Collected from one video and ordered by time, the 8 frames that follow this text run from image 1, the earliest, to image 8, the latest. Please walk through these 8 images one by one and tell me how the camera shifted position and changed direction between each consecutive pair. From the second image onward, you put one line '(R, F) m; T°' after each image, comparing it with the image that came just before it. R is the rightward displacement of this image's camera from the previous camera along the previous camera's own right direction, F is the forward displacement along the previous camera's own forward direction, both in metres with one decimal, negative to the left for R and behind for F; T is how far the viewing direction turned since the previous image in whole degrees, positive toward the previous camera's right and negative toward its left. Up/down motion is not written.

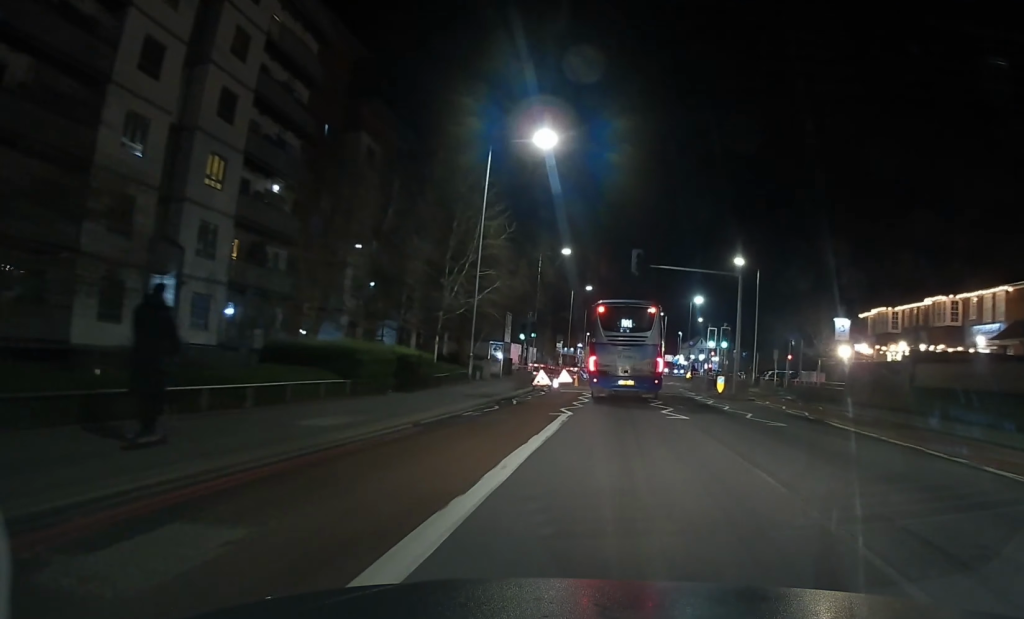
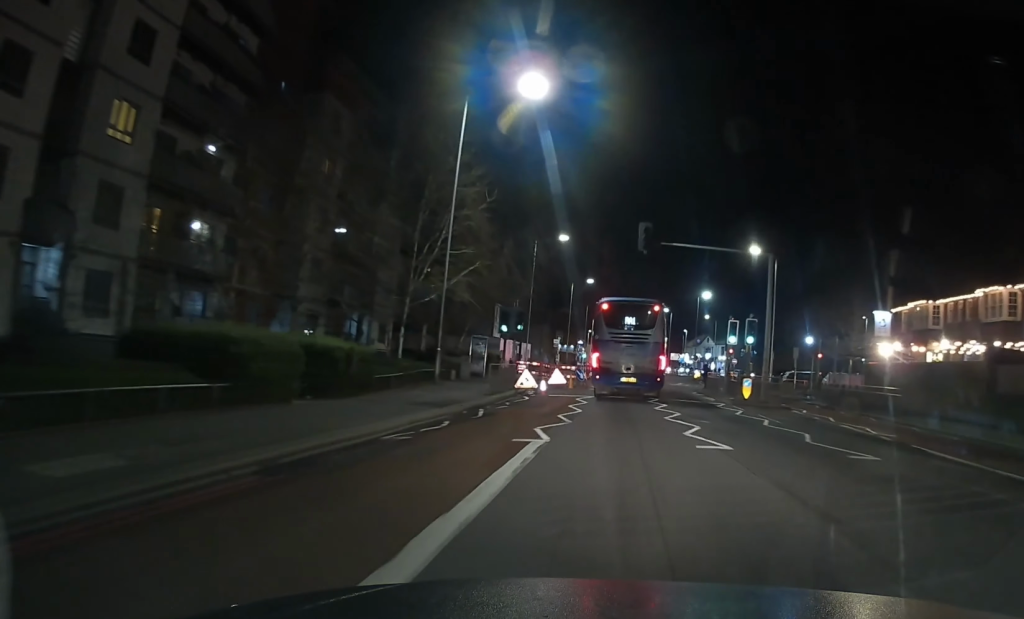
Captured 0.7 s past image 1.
(-0.1, +7.2) m; 0°
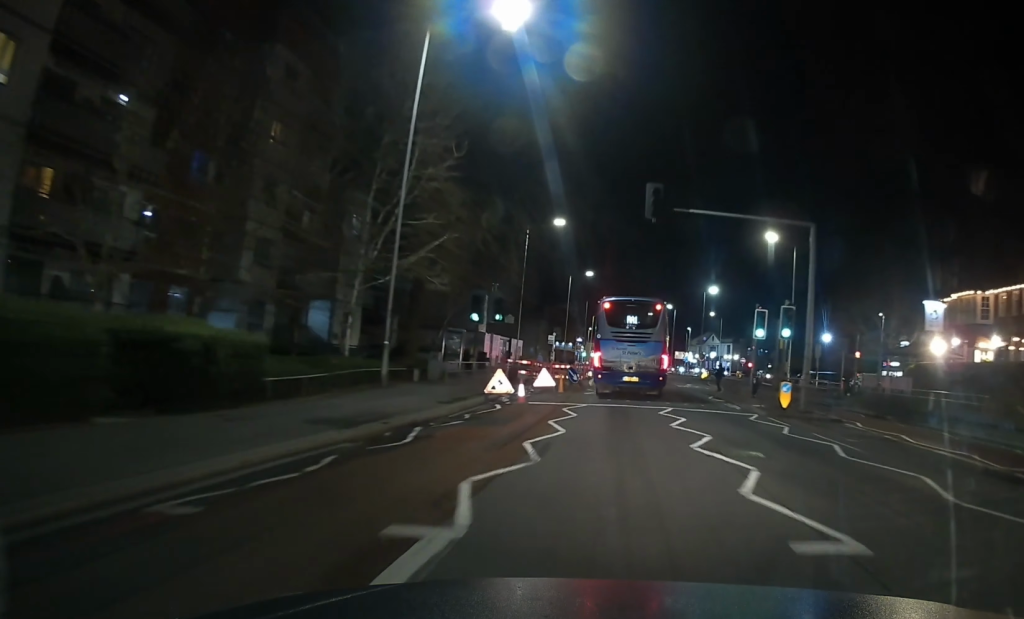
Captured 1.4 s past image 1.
(+0.2, +6.6) m; 0°
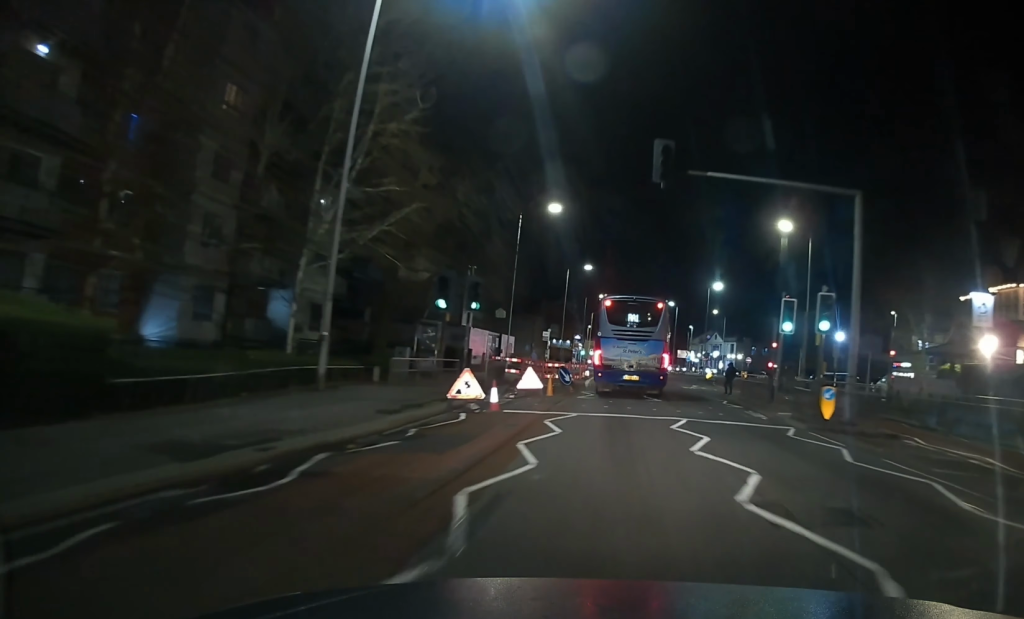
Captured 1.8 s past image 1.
(-0.1, +4.7) m; -1°
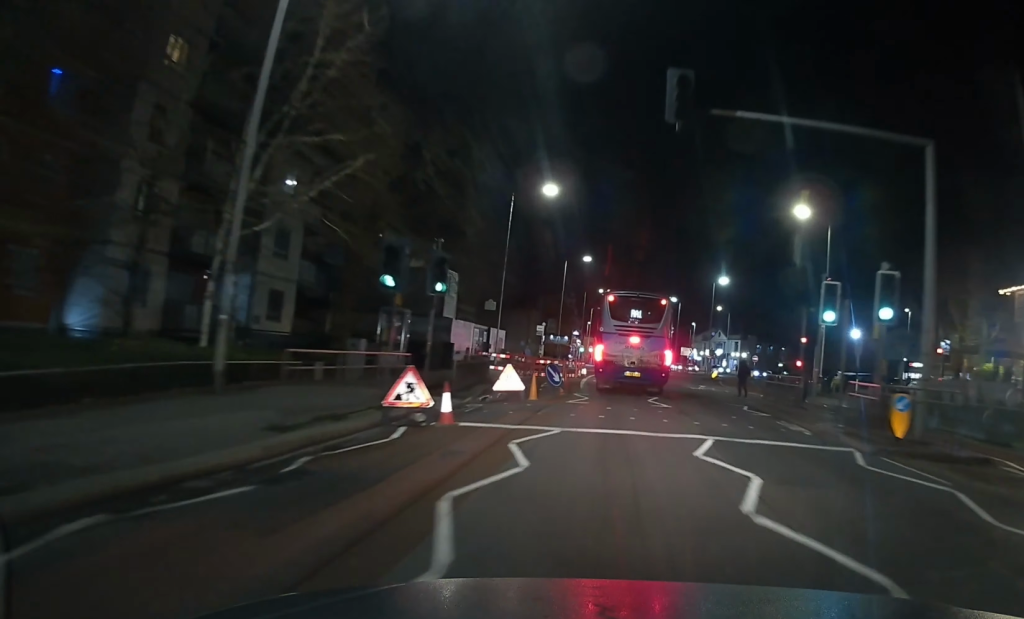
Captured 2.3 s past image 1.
(-0.2, +5.1) m; -1°
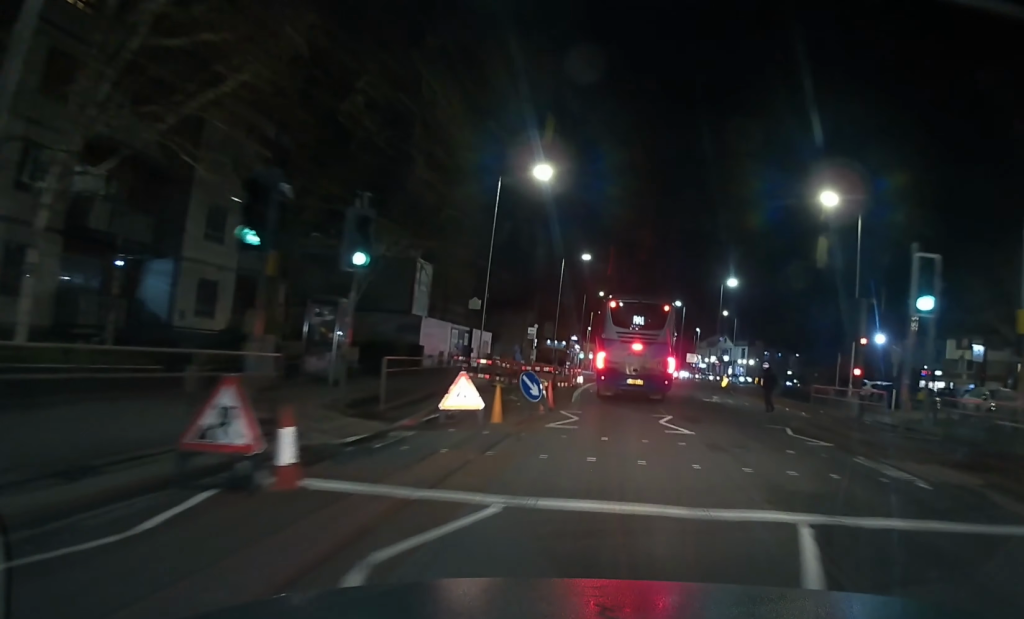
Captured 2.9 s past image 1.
(-0.1, +6.2) m; +1°
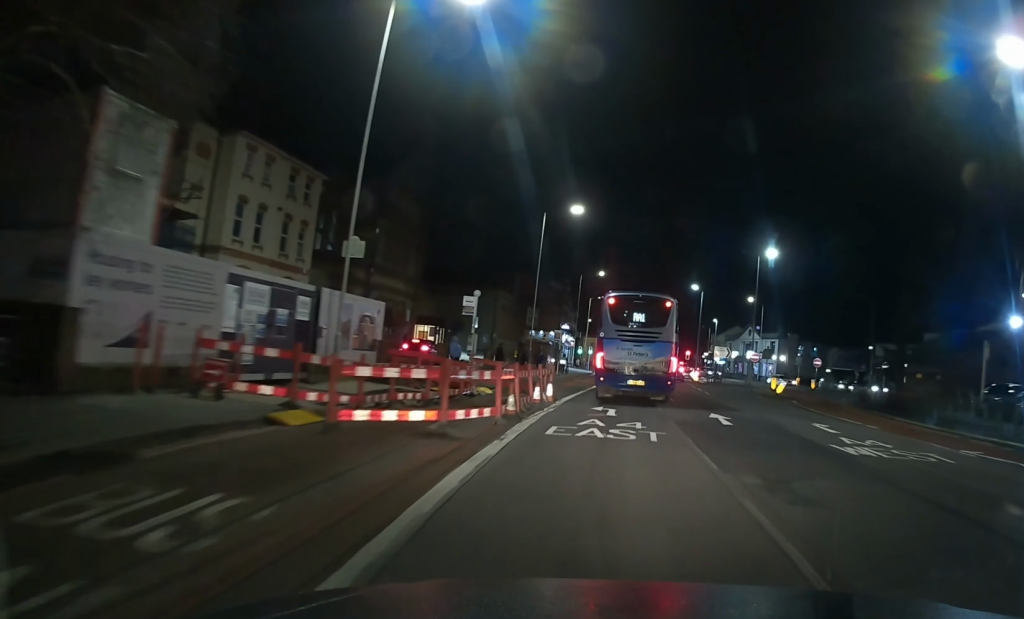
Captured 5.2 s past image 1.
(+0.6, +22.0) m; +1°
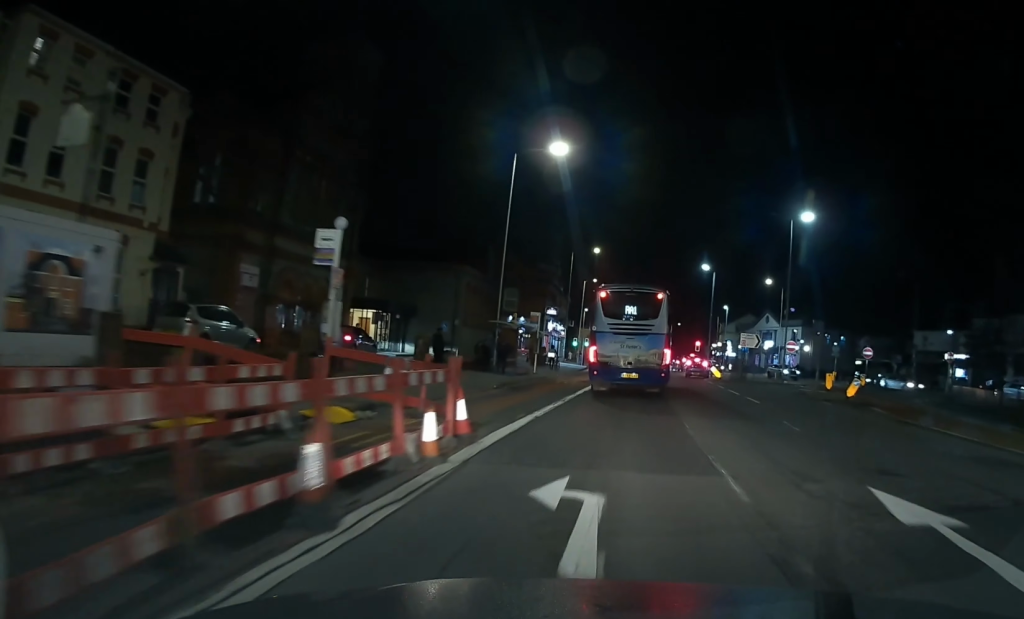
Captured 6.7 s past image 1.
(-0.2, +14.4) m; -1°
